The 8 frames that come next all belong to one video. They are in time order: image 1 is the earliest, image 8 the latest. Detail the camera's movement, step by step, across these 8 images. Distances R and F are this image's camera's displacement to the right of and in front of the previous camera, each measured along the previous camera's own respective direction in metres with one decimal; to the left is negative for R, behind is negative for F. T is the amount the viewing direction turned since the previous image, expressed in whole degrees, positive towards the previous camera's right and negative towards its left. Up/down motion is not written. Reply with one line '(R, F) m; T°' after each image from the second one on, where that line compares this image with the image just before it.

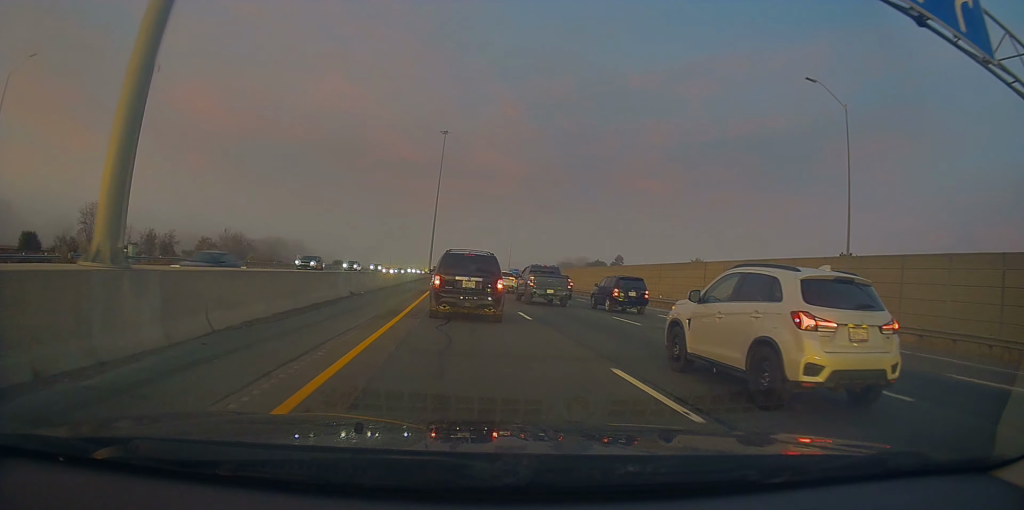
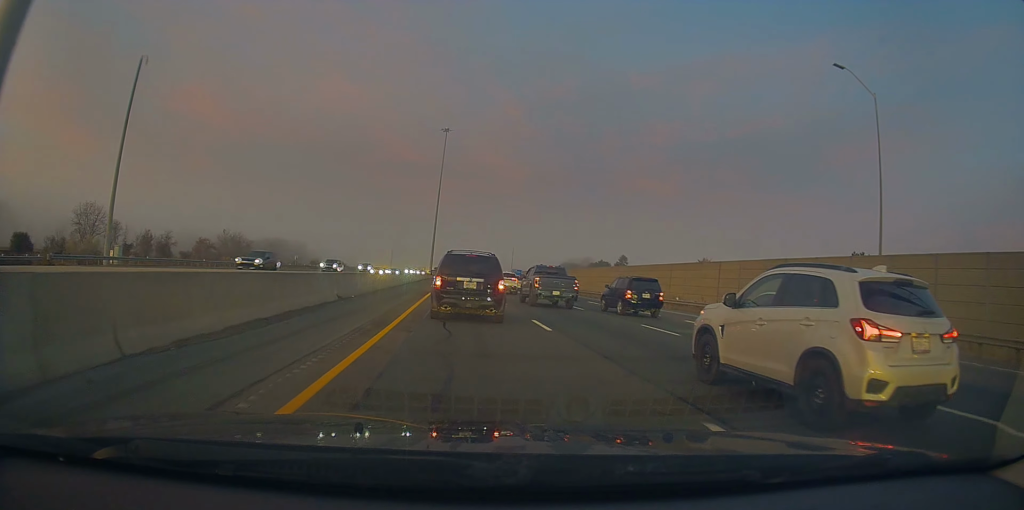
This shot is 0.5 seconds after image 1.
(-0.1, +3.4) m; 0°
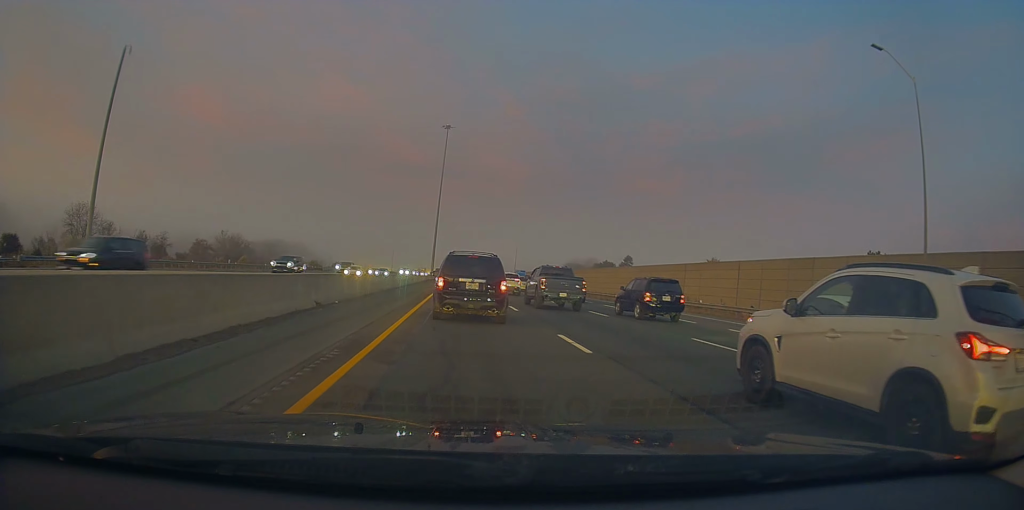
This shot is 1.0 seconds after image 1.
(+0.2, +4.0) m; +2°
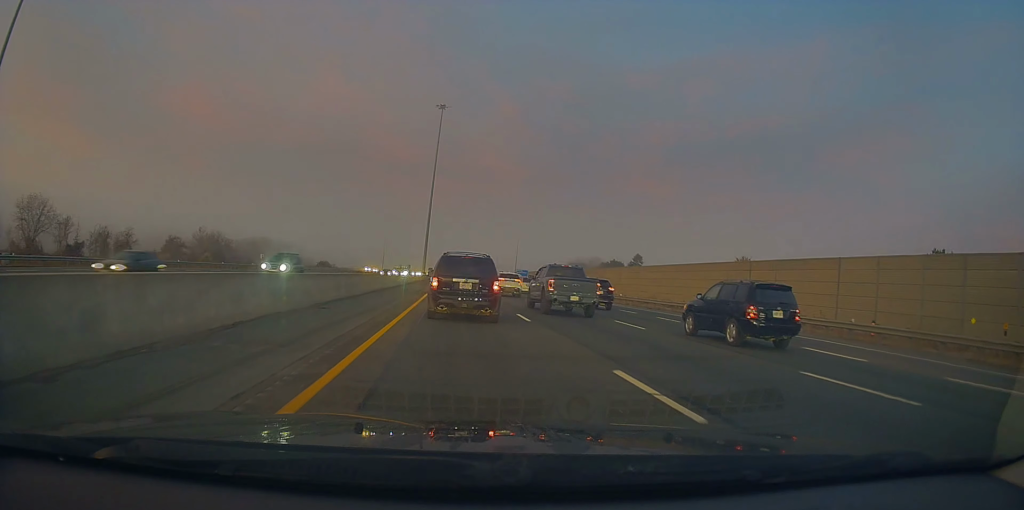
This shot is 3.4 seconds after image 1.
(+0.6, +17.3) m; +2°
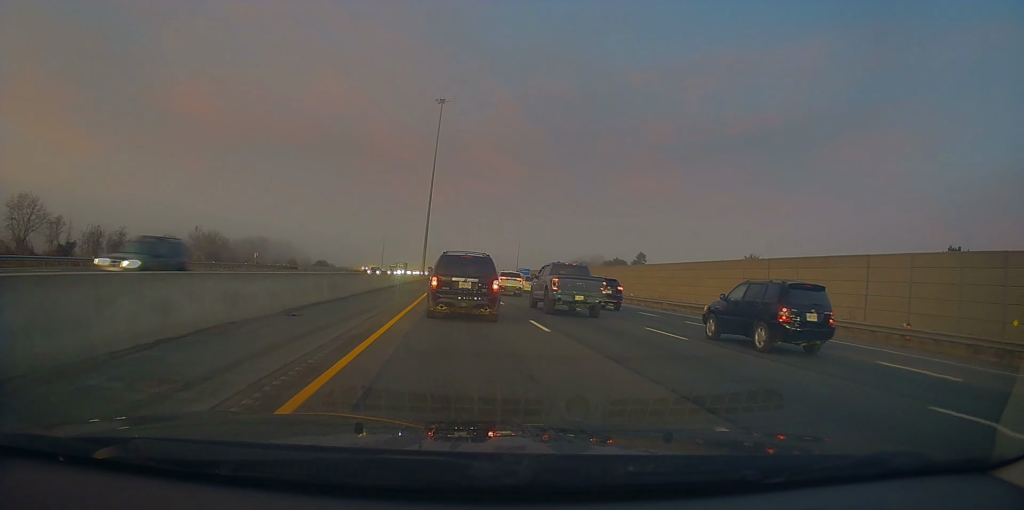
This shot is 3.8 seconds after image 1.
(0.0, +3.6) m; -1°
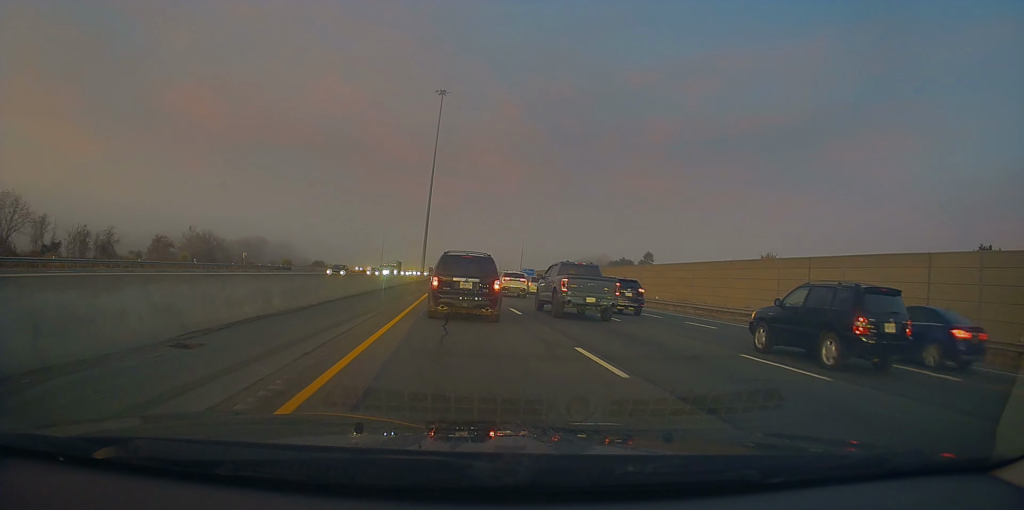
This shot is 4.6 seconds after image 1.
(0.0, +6.3) m; -1°
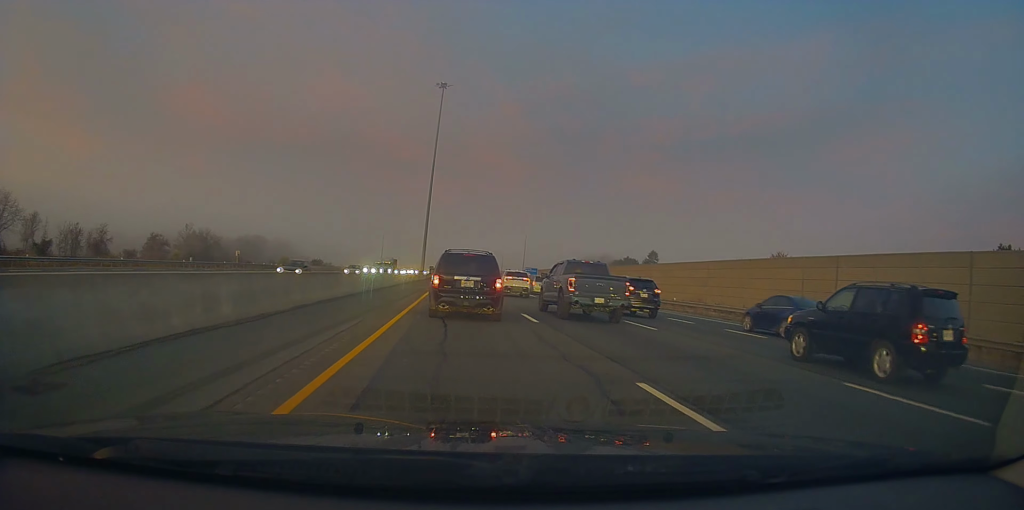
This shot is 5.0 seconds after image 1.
(-0.1, +4.1) m; 0°
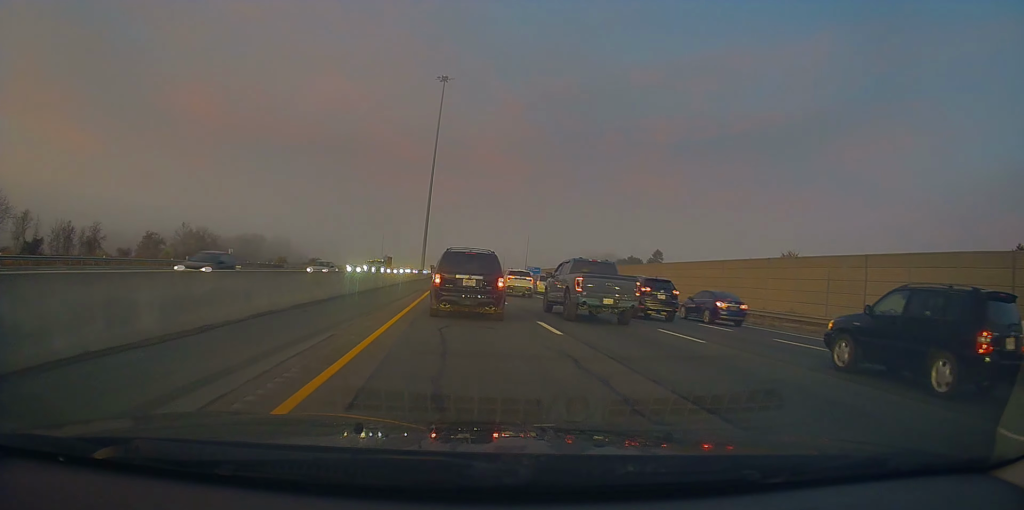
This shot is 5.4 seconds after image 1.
(0.0, +3.8) m; 0°
